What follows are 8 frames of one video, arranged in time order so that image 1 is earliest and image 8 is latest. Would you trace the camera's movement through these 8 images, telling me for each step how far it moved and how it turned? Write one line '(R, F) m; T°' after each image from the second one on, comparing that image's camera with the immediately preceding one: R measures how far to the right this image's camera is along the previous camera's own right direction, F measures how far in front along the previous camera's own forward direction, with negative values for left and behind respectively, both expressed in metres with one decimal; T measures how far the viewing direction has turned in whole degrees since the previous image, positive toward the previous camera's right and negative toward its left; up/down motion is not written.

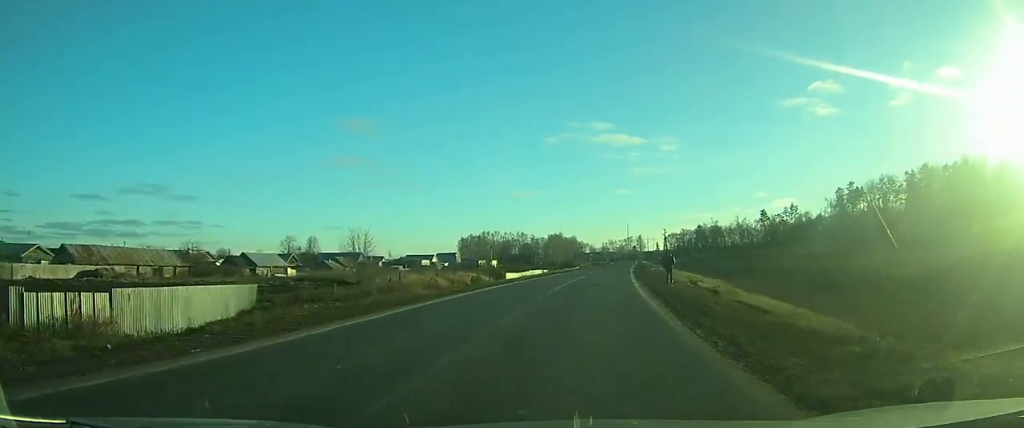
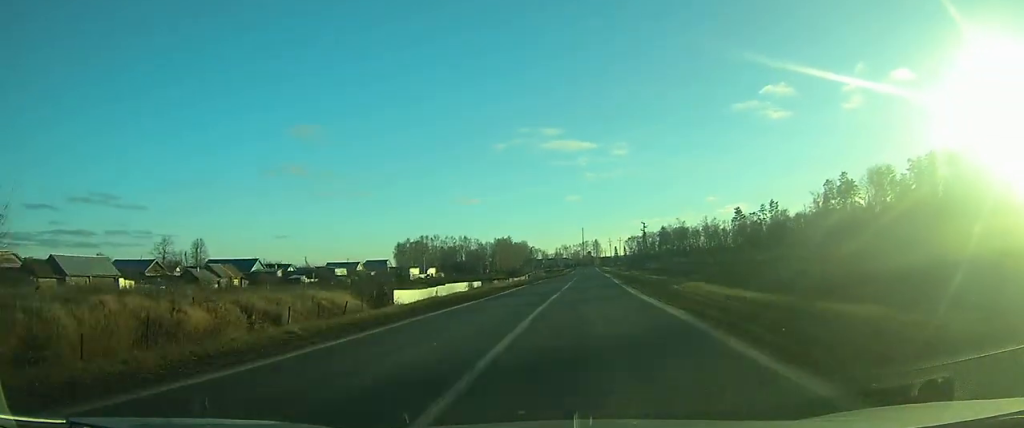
(+1.5, +41.4) m; +4°
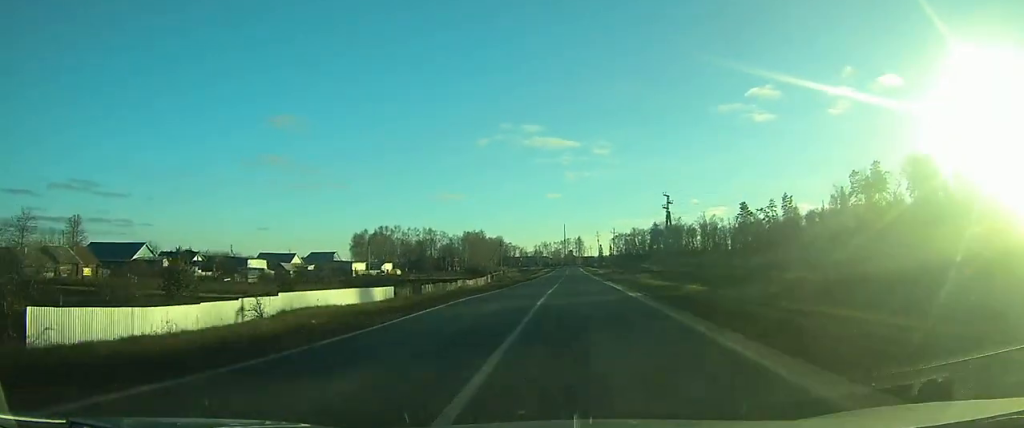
(+1.1, +38.9) m; +2°
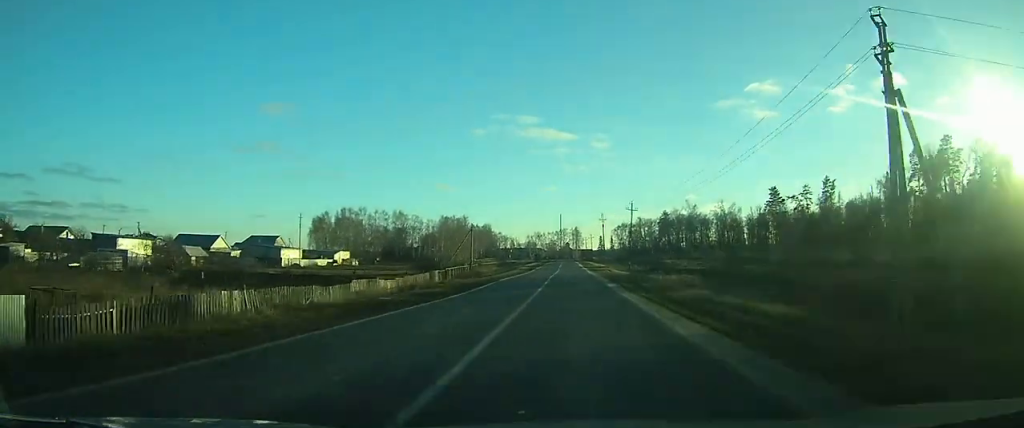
(+0.2, +39.8) m; 0°
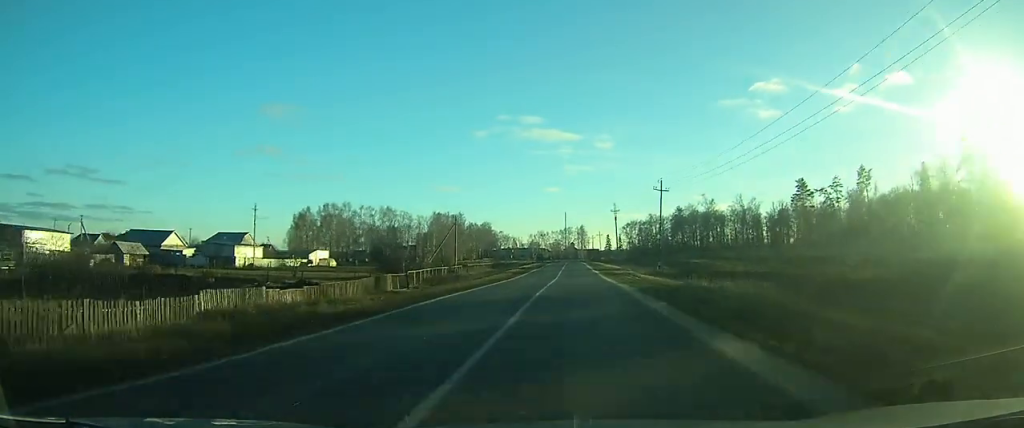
(-0.1, +20.3) m; 0°
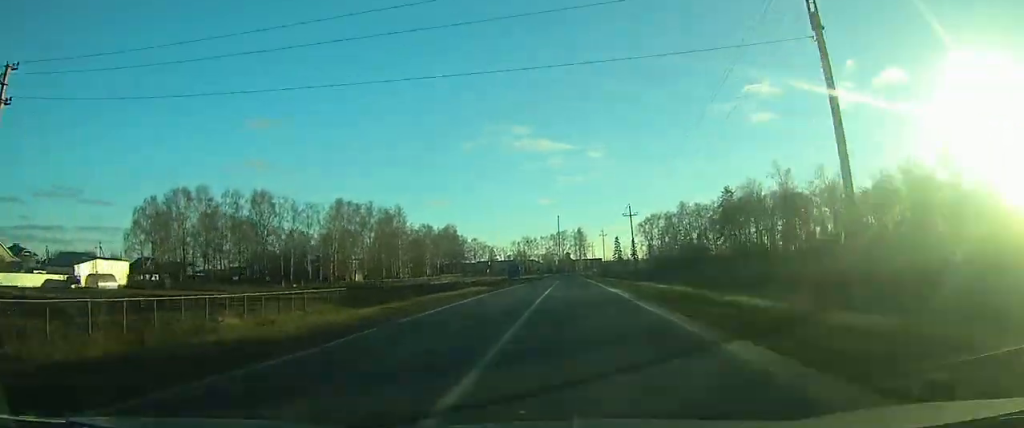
(+0.7, +85.4) m; +1°
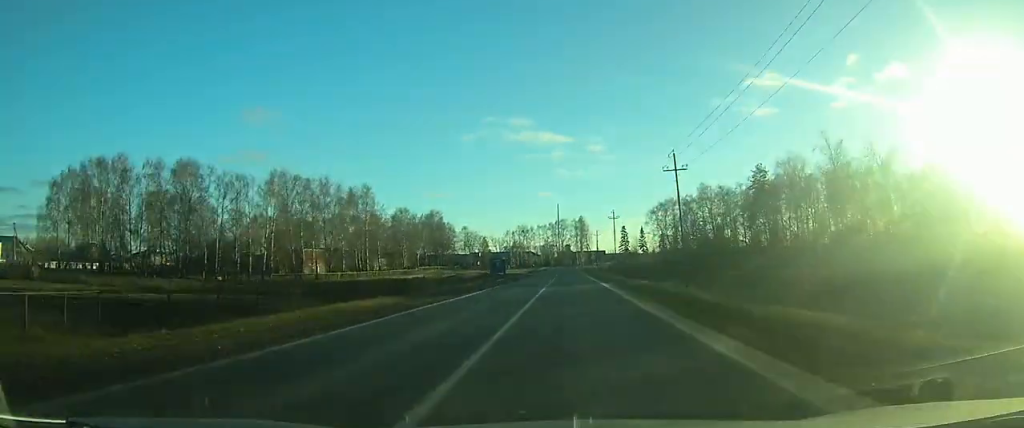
(0.0, +27.5) m; 0°
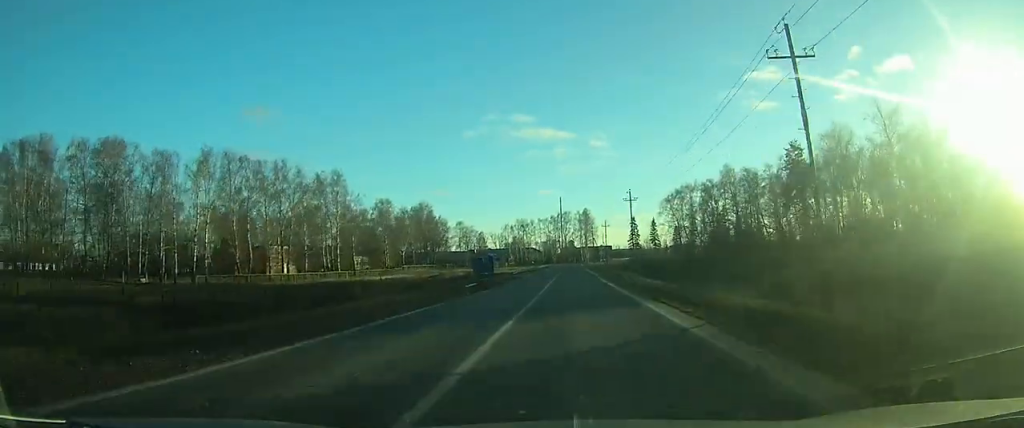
(0.0, +19.7) m; 0°
